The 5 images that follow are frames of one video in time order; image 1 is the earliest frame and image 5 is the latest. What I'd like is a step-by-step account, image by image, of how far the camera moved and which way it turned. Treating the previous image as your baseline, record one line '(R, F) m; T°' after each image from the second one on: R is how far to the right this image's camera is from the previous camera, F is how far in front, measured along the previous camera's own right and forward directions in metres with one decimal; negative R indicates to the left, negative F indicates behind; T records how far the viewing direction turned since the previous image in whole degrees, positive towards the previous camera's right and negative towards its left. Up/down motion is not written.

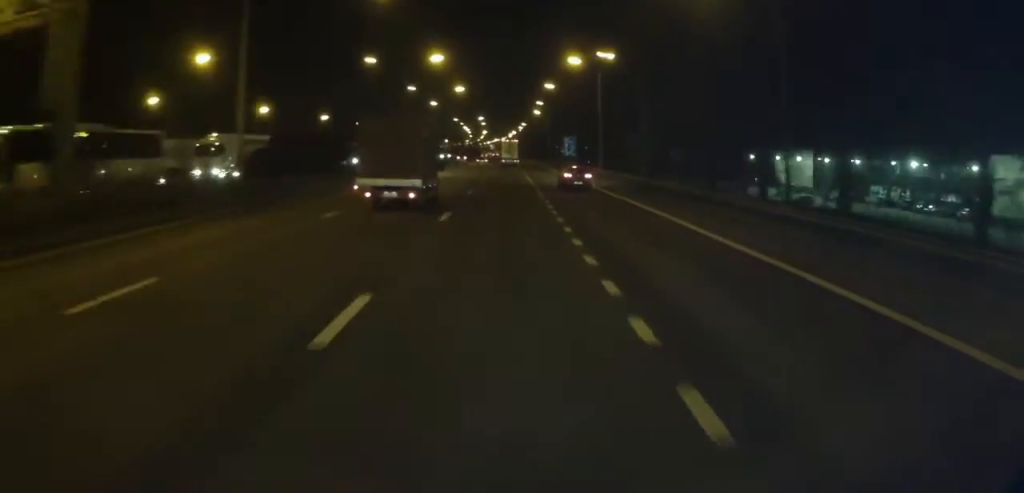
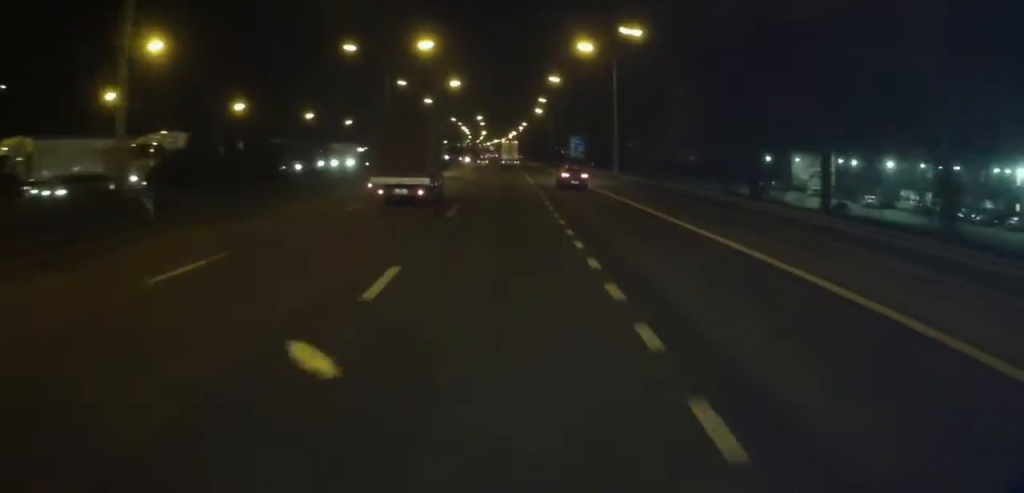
(0.0, +10.2) m; 0°
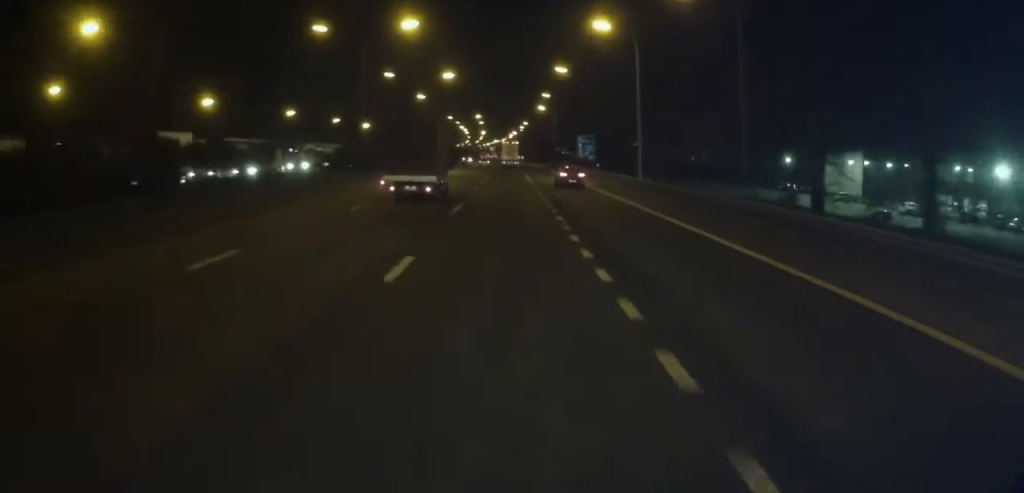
(0.0, +11.0) m; 0°
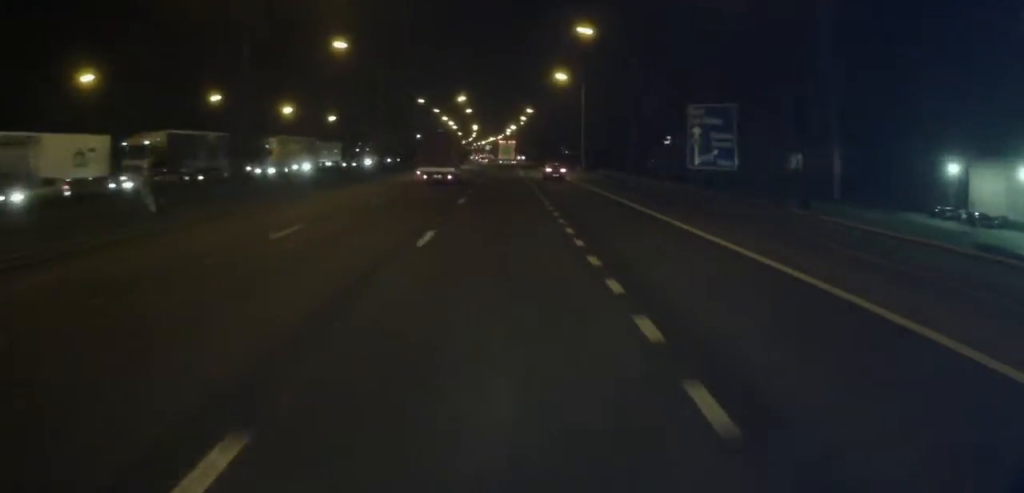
(-1.1, +58.4) m; -1°
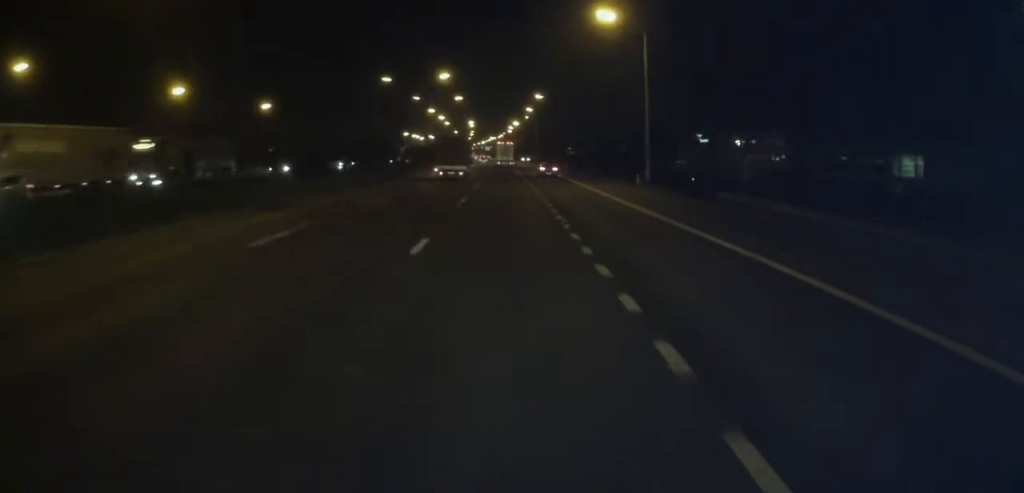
(+0.7, +38.6) m; +1°
